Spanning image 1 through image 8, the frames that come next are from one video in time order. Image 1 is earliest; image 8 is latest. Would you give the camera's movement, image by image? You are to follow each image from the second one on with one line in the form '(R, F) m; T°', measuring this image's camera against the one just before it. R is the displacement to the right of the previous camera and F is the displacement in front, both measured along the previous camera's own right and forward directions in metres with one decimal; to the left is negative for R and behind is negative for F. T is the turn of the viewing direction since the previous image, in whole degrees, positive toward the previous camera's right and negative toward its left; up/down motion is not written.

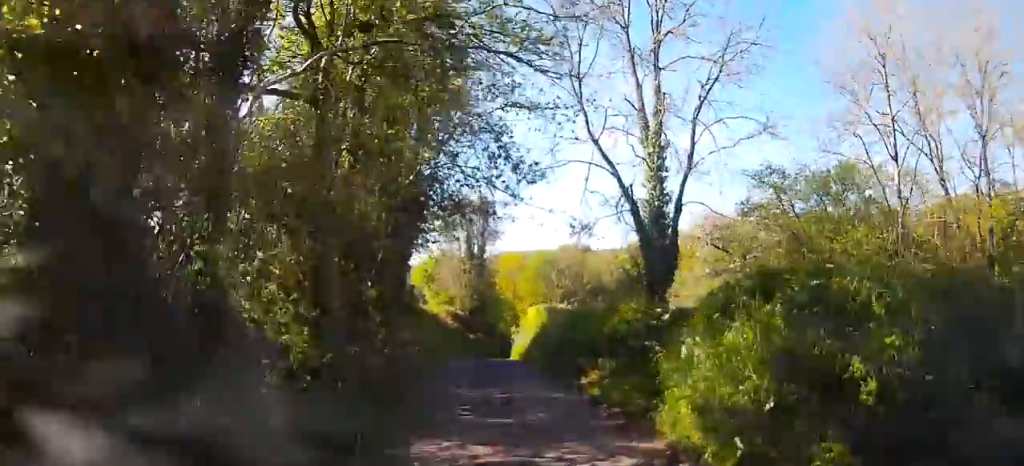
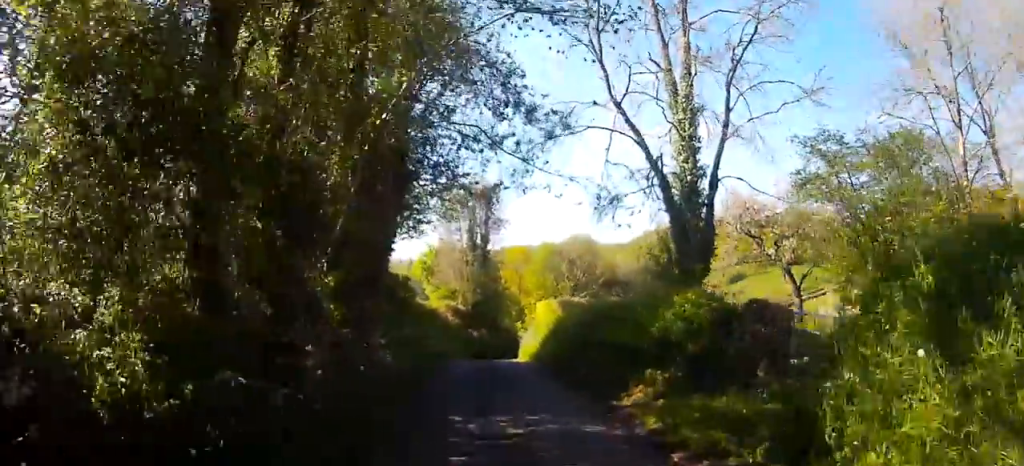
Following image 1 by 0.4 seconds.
(0.0, +3.7) m; +1°
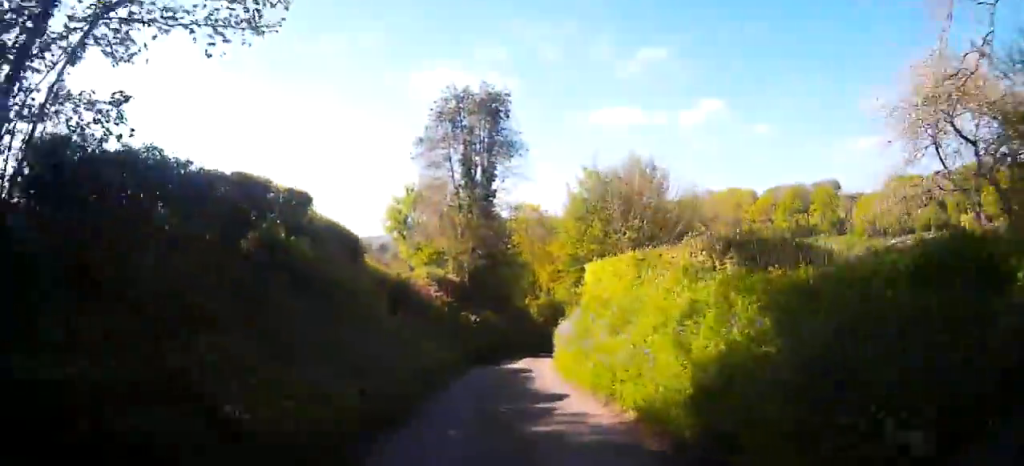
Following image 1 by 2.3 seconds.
(+0.7, +16.3) m; +4°
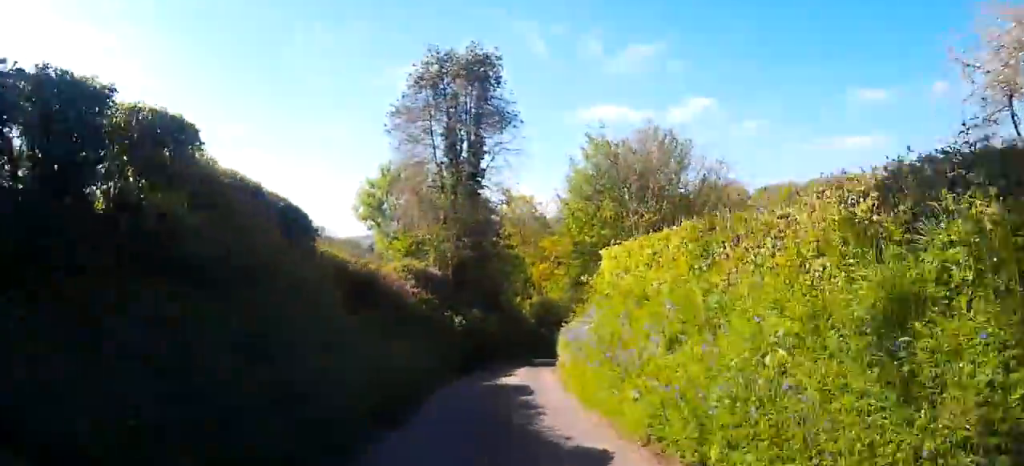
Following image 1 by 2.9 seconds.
(+0.1, +4.5) m; -1°
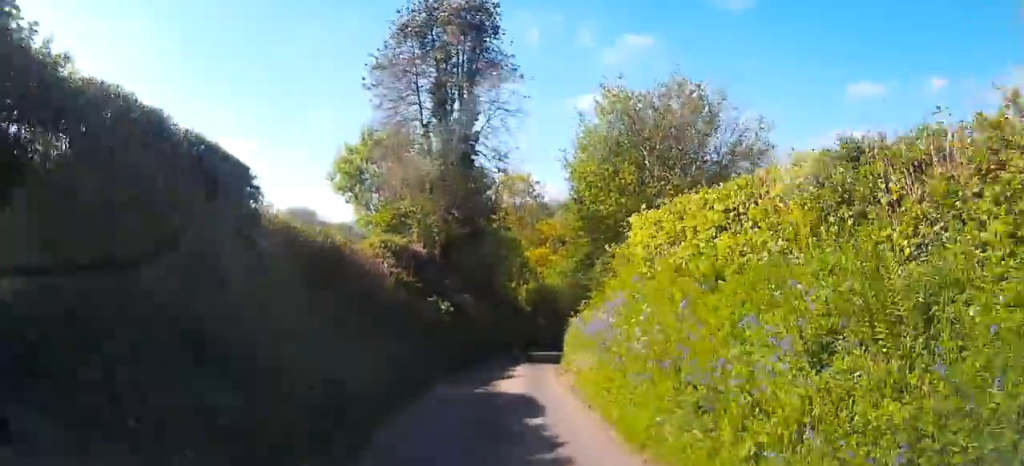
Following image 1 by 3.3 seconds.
(0.0, +3.6) m; 0°
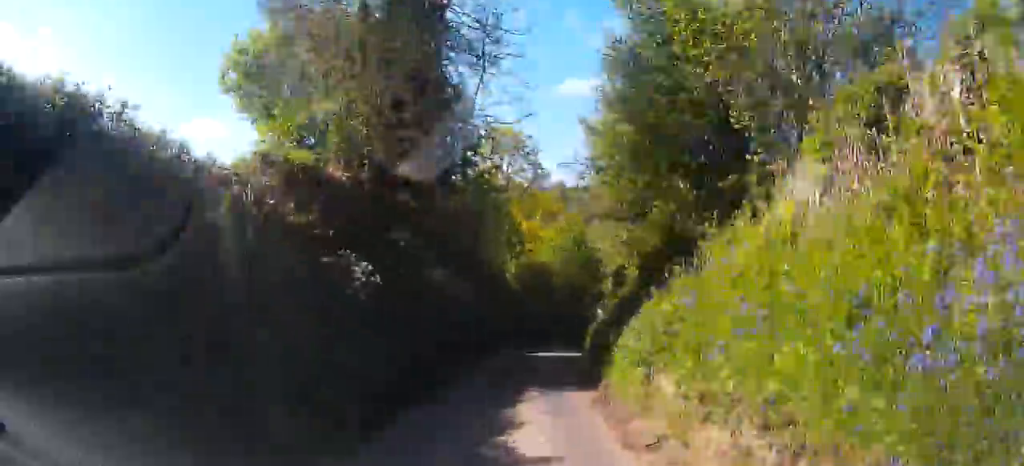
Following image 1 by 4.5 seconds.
(-0.1, +9.5) m; +1°
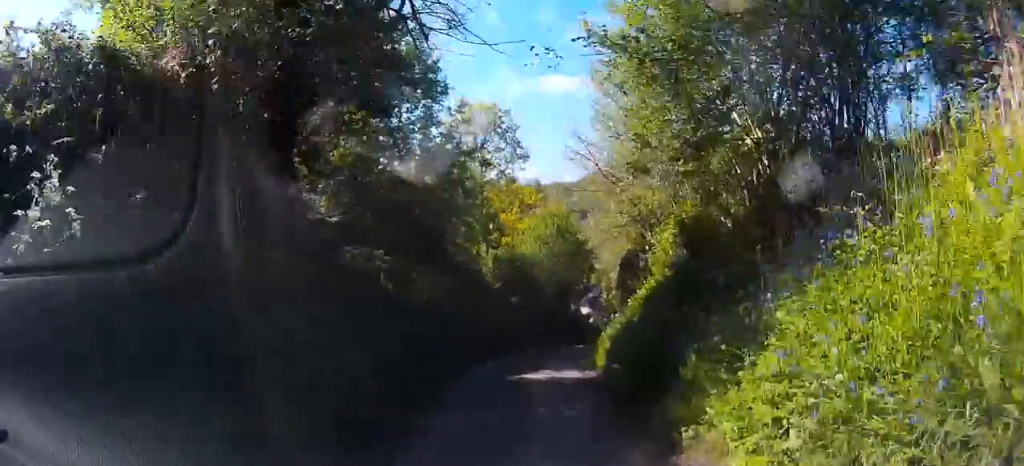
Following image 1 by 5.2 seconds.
(+0.1, +5.6) m; +2°
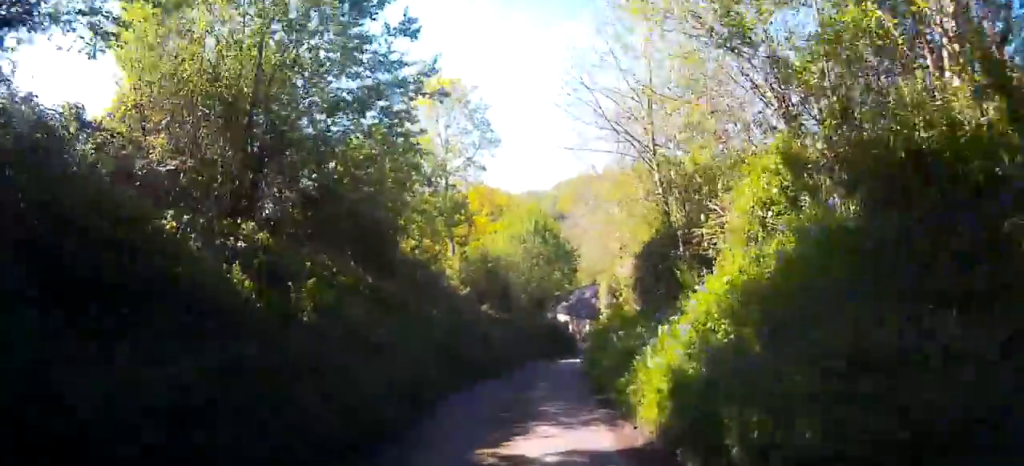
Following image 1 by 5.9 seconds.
(0.0, +5.9) m; +1°
